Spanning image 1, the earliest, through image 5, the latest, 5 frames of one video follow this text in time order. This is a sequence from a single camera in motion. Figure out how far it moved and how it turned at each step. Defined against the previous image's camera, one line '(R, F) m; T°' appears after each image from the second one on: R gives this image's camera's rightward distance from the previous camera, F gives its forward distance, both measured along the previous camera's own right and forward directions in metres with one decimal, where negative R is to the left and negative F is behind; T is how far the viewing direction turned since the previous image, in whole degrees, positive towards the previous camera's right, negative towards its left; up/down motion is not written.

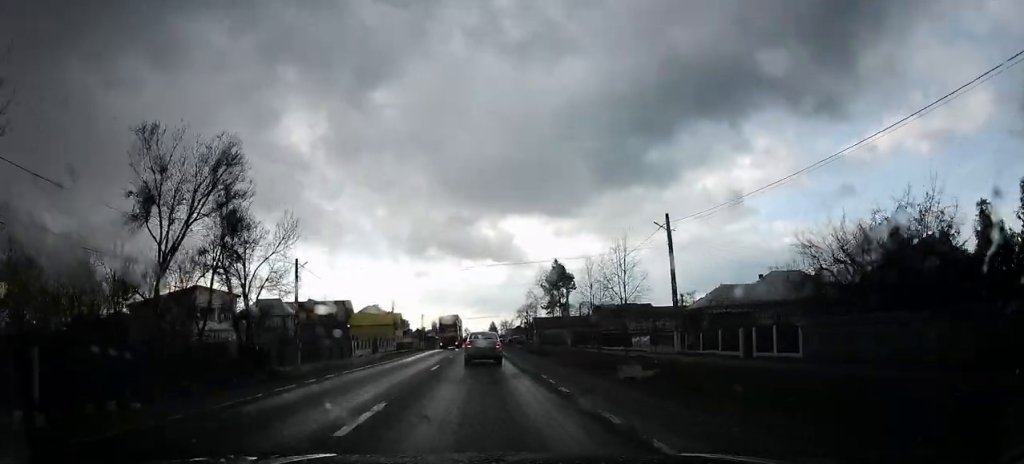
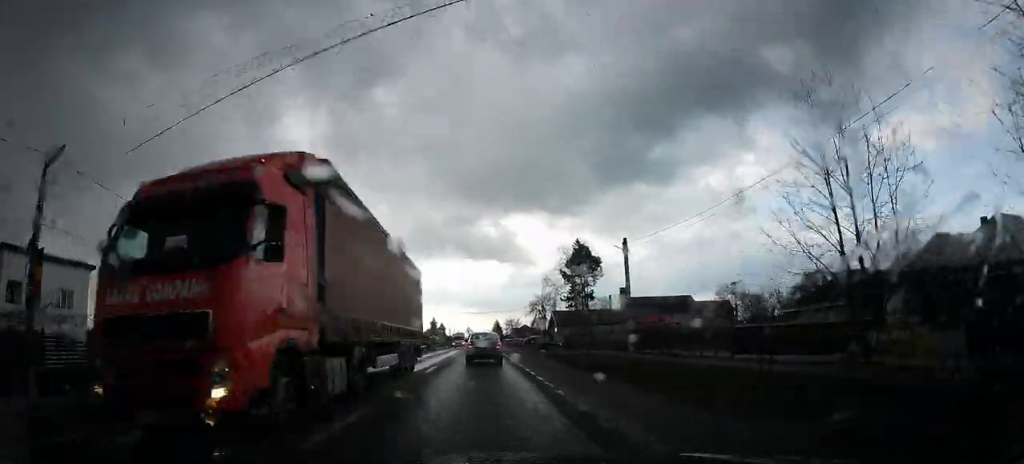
(+1.2, +24.6) m; +4°
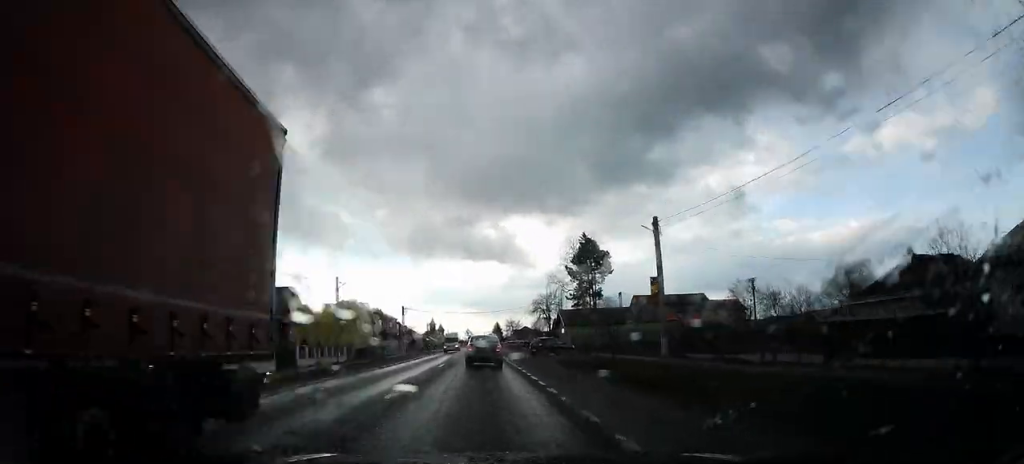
(+0.3, +6.9) m; 0°
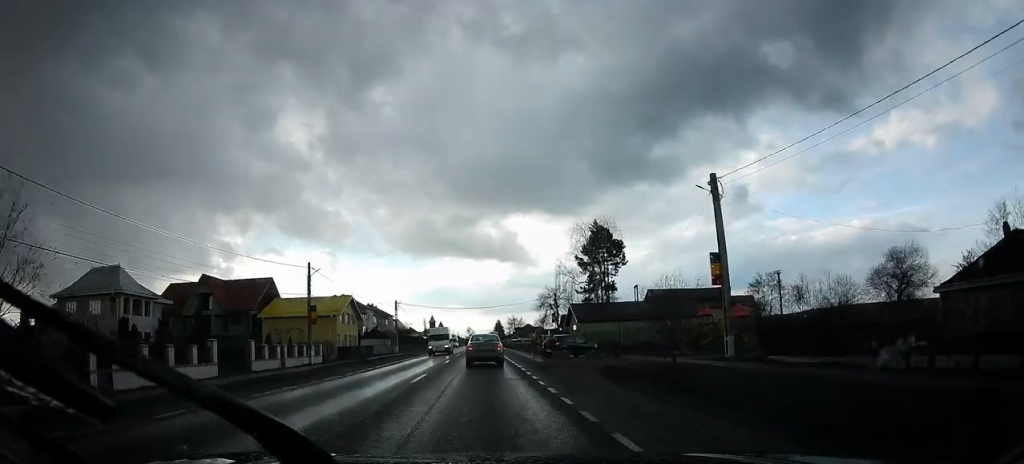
(-0.5, +7.8) m; -2°
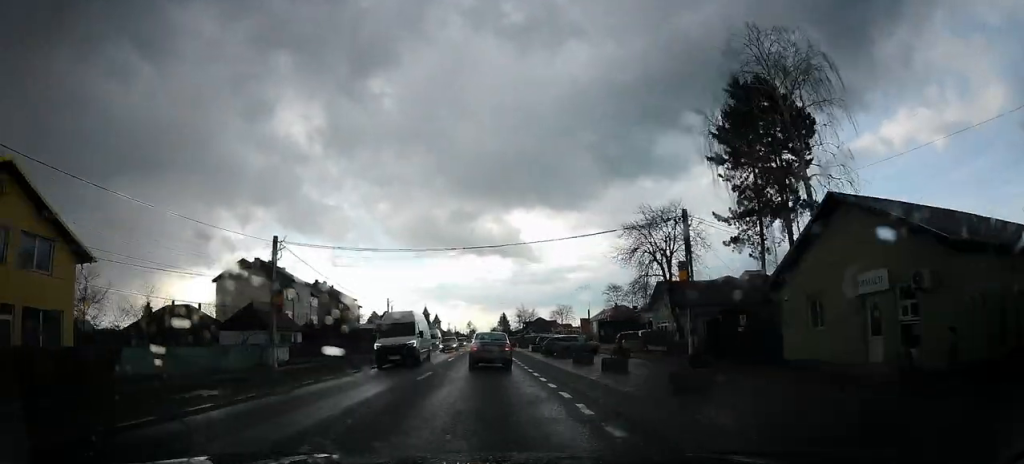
(-0.6, +47.3) m; +2°
